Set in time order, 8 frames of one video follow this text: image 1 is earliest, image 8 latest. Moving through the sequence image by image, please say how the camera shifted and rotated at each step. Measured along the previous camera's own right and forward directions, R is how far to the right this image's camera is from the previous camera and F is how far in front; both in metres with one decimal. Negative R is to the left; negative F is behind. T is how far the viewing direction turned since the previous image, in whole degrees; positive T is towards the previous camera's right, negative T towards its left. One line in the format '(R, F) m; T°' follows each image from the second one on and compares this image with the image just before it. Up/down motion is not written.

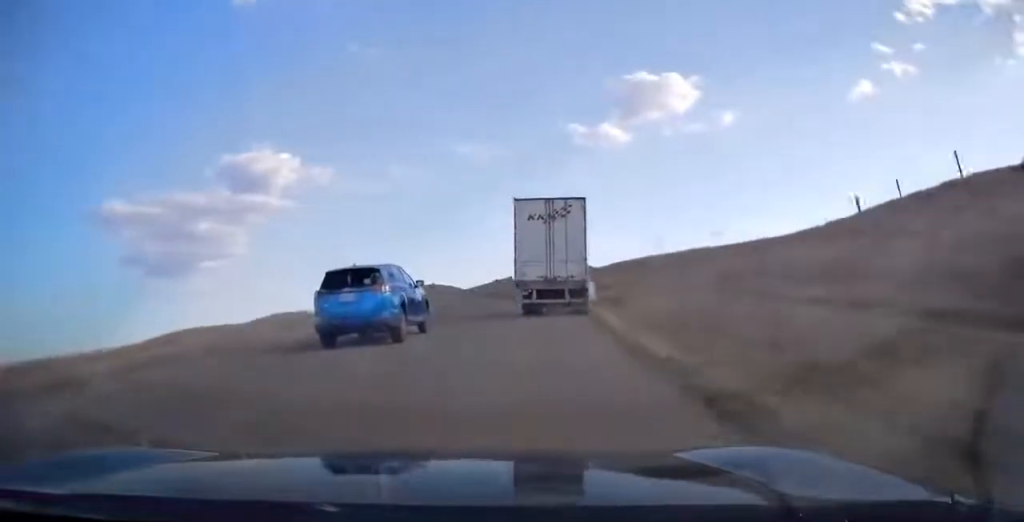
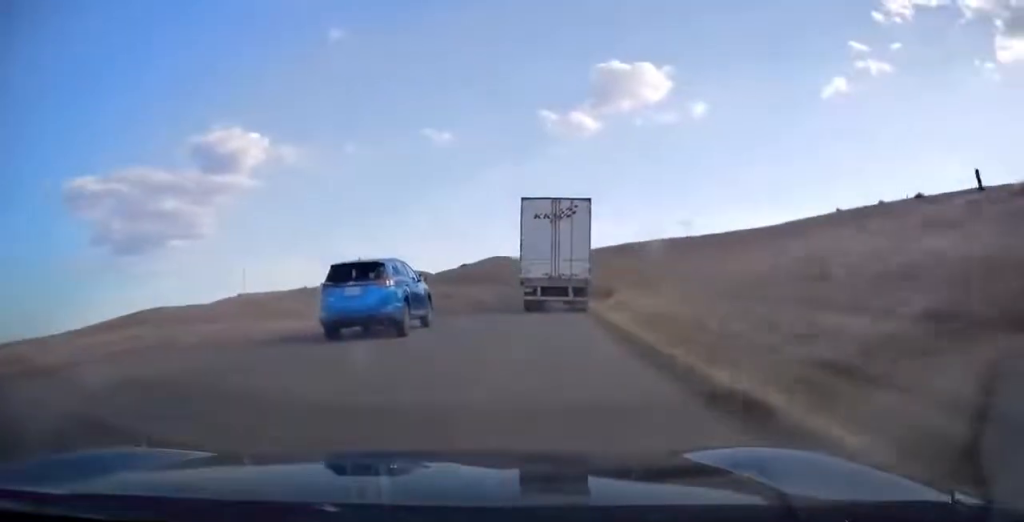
(+0.5, +9.4) m; +3°
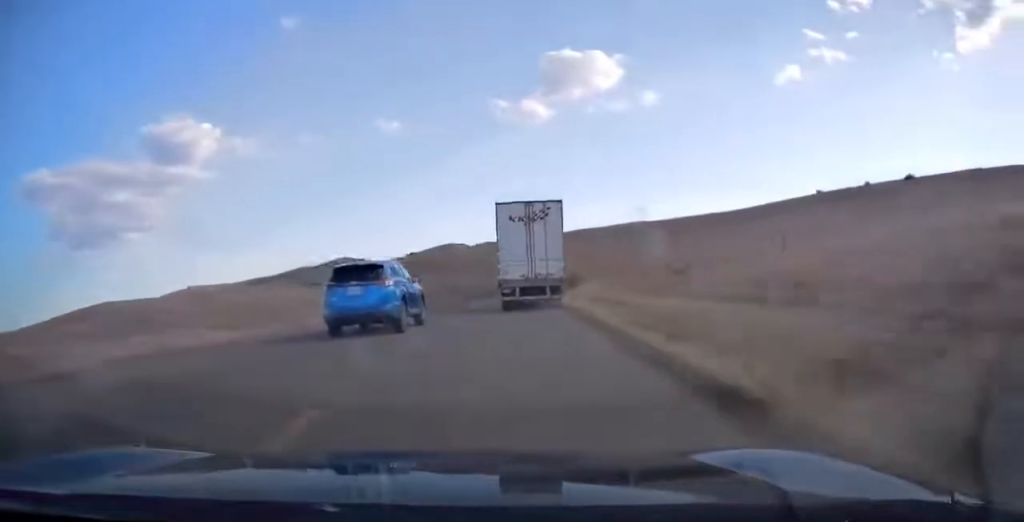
(+0.2, +12.3) m; +3°
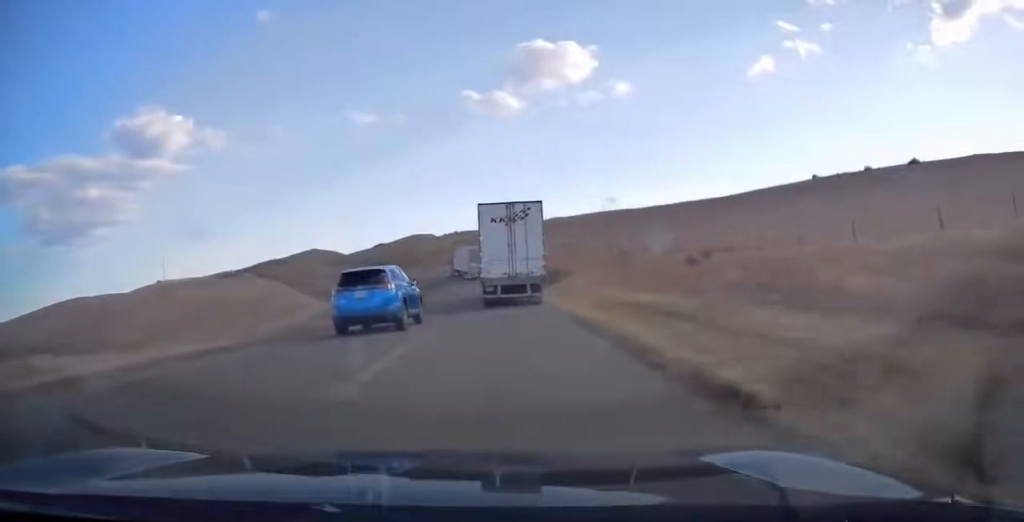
(-0.2, +9.9) m; +3°
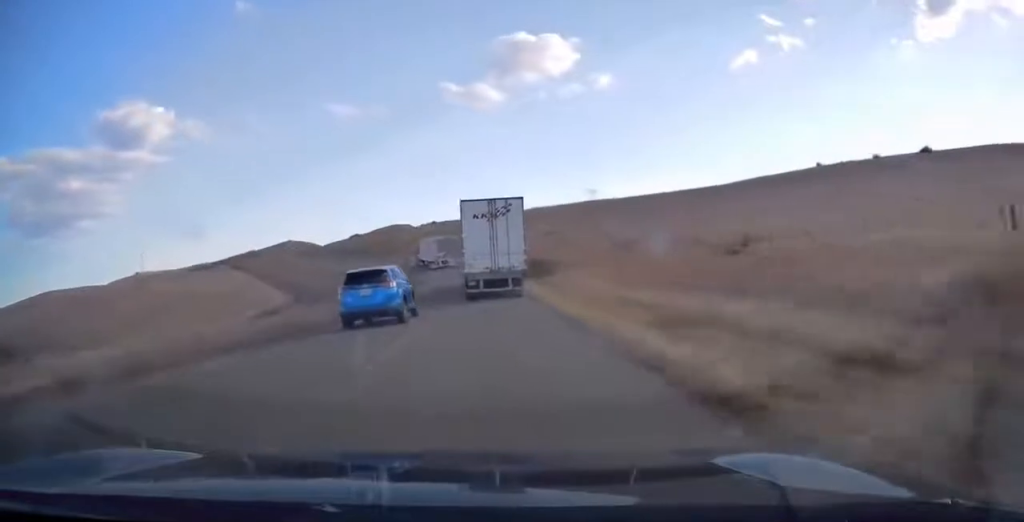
(+0.7, +8.8) m; +2°
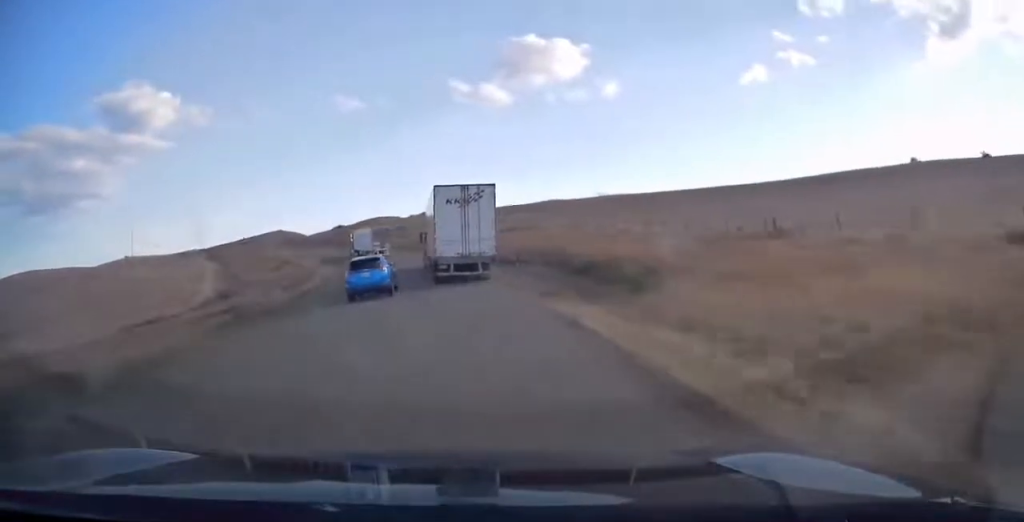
(+0.9, +28.0) m; +1°
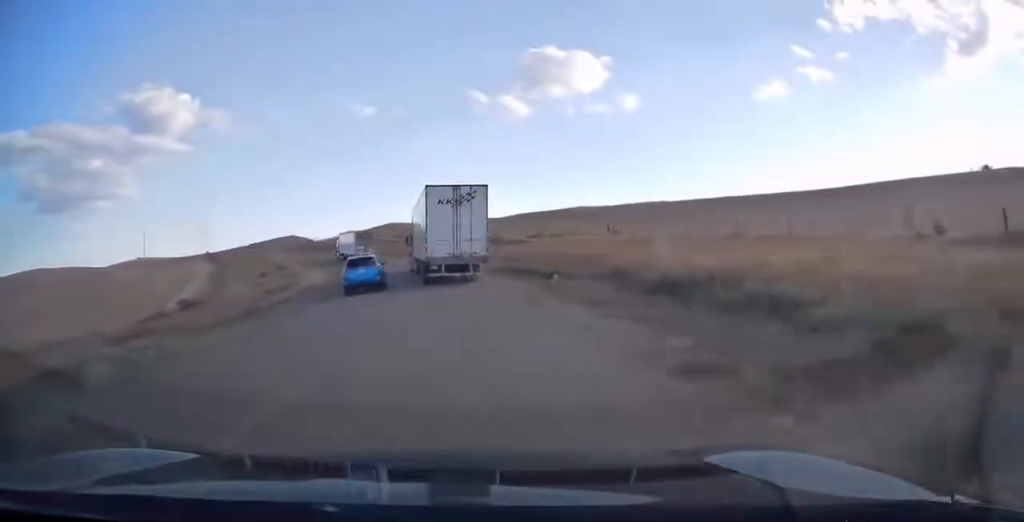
(+0.1, +12.3) m; -2°
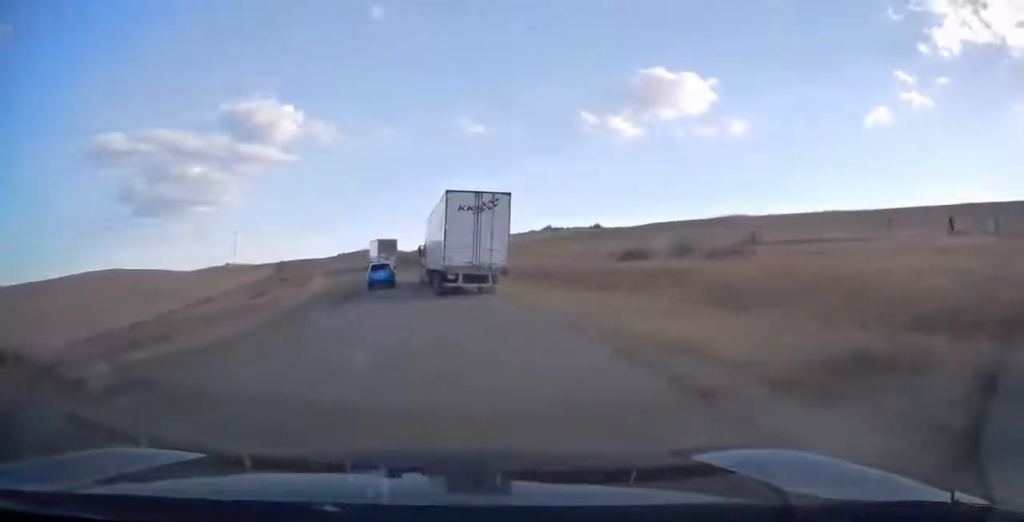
(-3.3, +34.4) m; -10°
